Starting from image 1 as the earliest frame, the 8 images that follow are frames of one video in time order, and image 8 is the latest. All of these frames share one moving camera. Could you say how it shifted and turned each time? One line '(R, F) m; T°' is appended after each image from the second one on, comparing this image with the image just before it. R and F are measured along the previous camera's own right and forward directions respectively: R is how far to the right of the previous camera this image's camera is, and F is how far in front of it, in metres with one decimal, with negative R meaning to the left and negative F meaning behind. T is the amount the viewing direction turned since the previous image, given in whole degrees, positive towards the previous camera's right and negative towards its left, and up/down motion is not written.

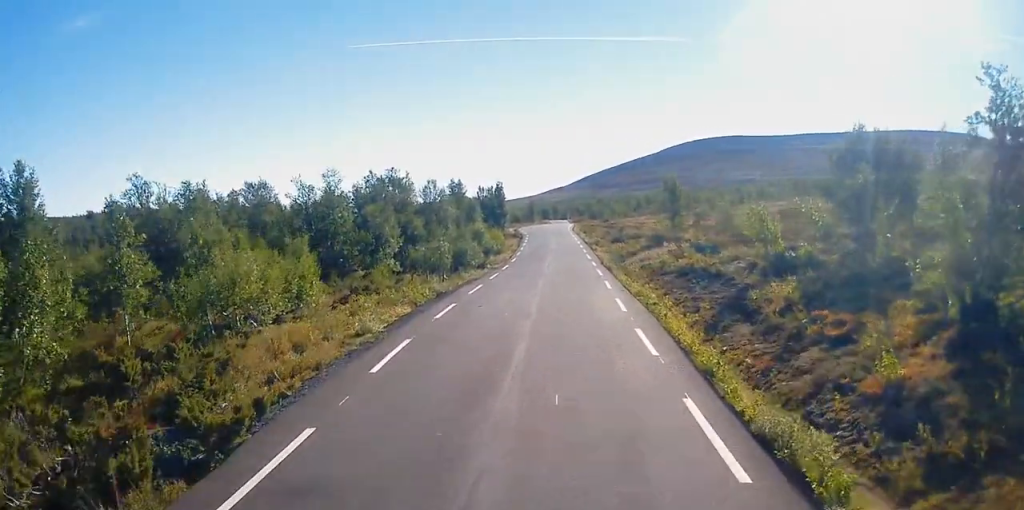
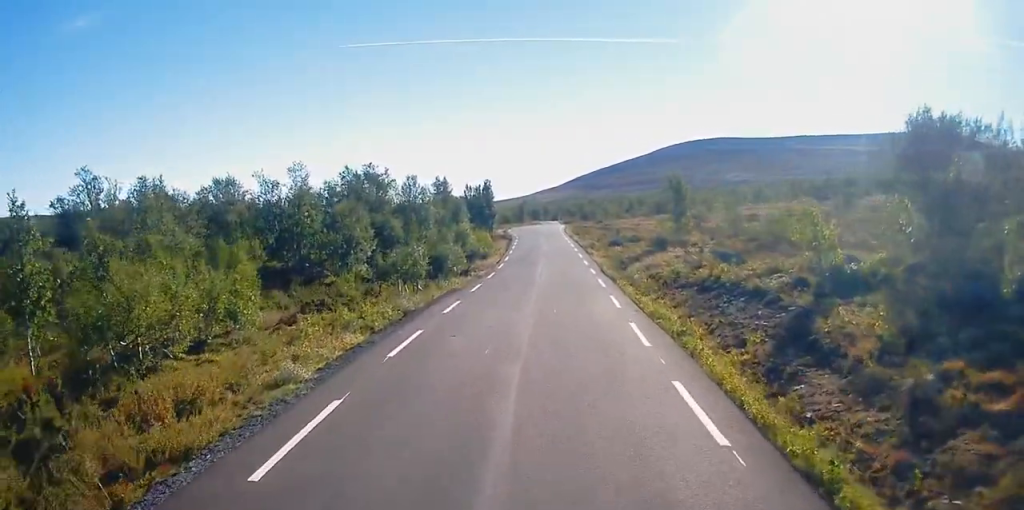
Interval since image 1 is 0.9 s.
(0.0, +5.1) m; 0°
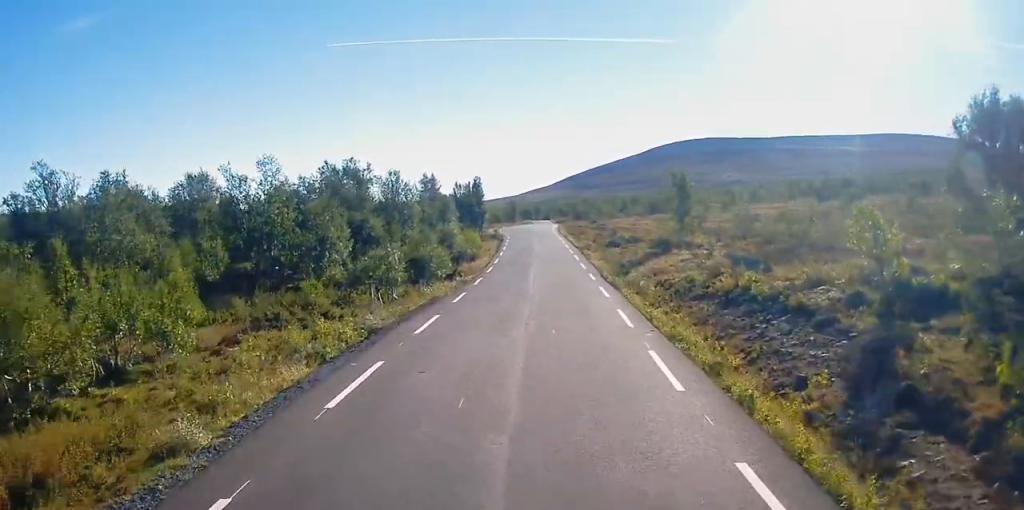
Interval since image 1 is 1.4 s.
(0.0, +3.6) m; 0°
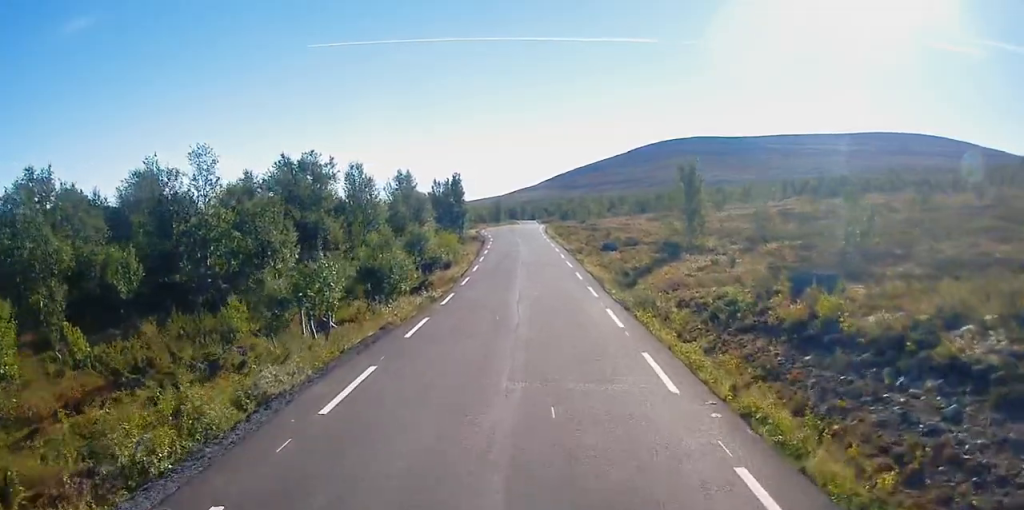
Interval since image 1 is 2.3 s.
(0.0, +6.3) m; 0°
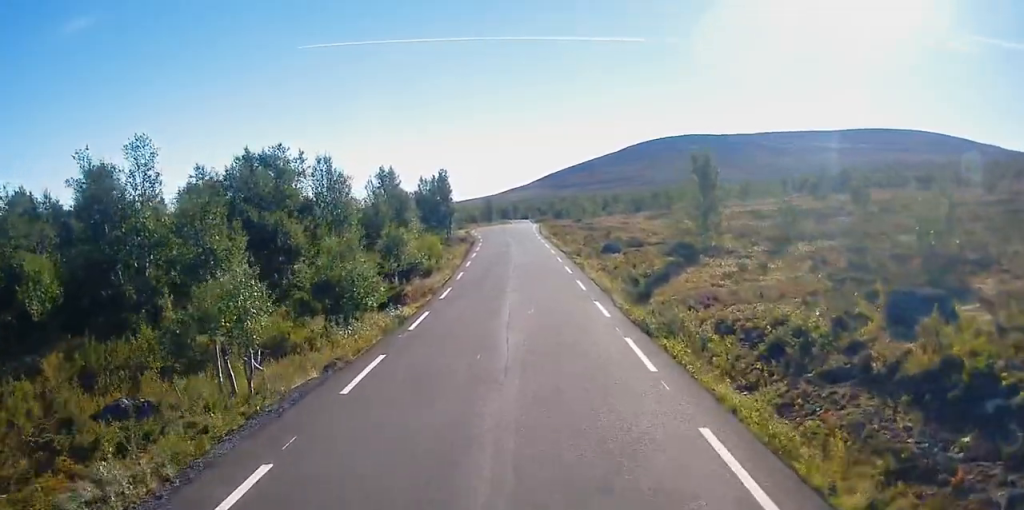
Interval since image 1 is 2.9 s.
(0.0, +4.9) m; 0°
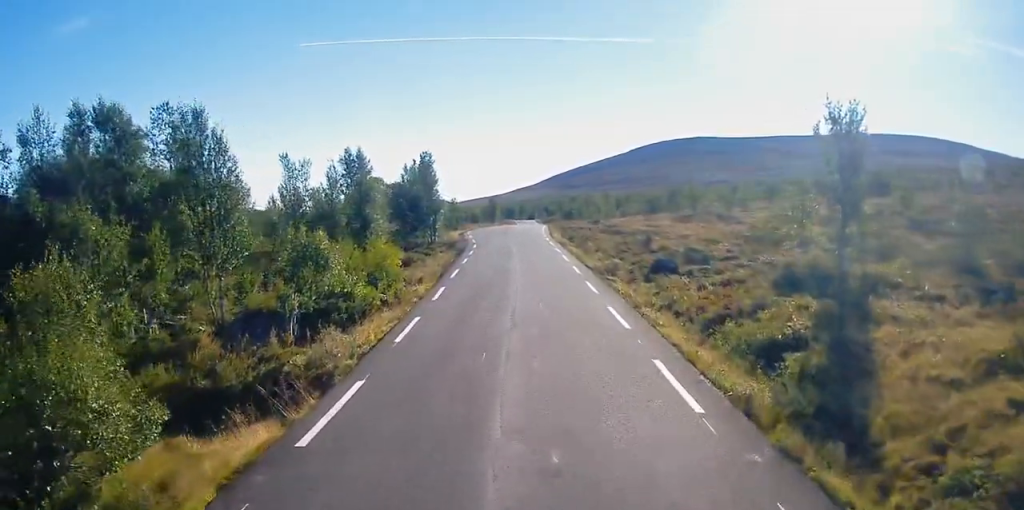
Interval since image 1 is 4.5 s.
(+0.1, +14.7) m; +3°
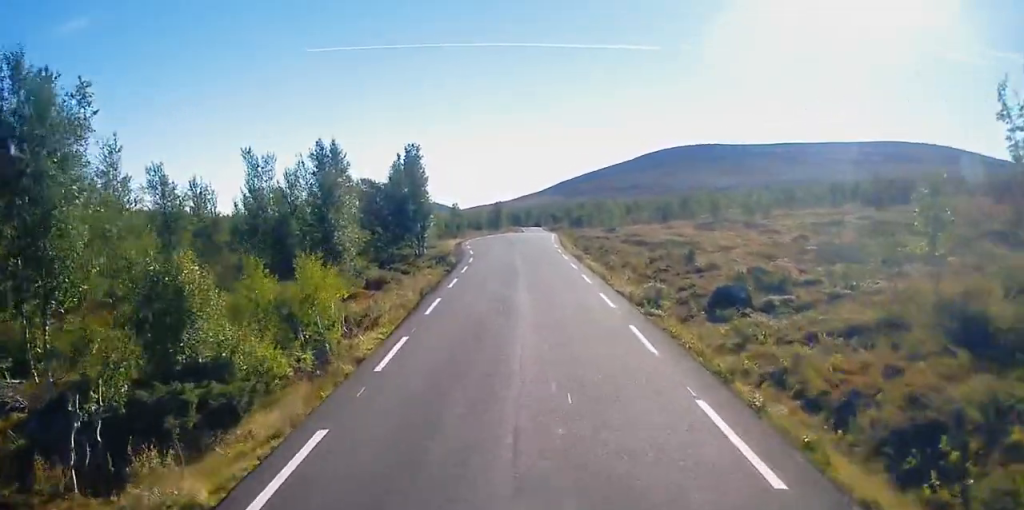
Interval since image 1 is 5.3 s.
(+0.5, +8.5) m; 0°
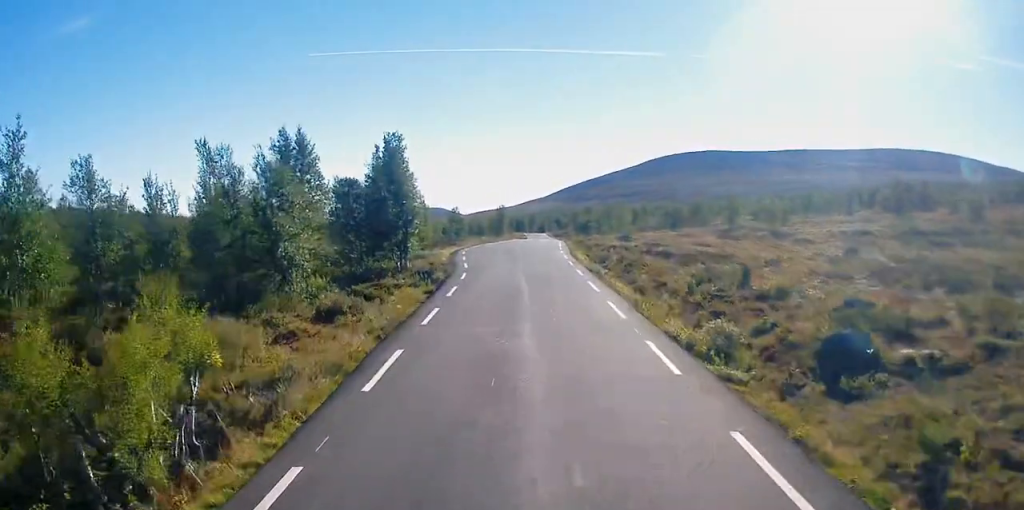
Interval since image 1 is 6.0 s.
(-0.3, +7.3) m; -2°
